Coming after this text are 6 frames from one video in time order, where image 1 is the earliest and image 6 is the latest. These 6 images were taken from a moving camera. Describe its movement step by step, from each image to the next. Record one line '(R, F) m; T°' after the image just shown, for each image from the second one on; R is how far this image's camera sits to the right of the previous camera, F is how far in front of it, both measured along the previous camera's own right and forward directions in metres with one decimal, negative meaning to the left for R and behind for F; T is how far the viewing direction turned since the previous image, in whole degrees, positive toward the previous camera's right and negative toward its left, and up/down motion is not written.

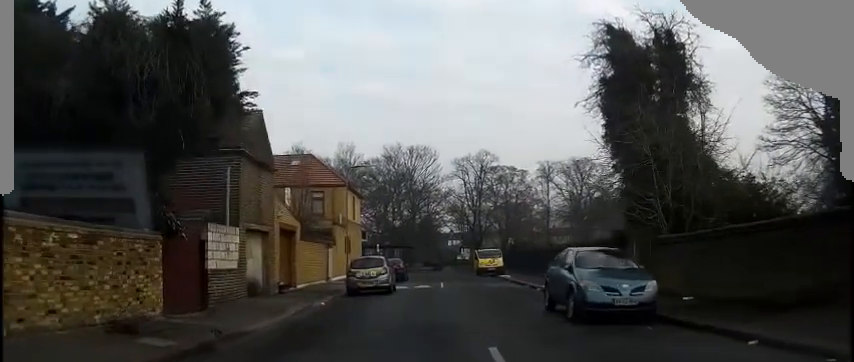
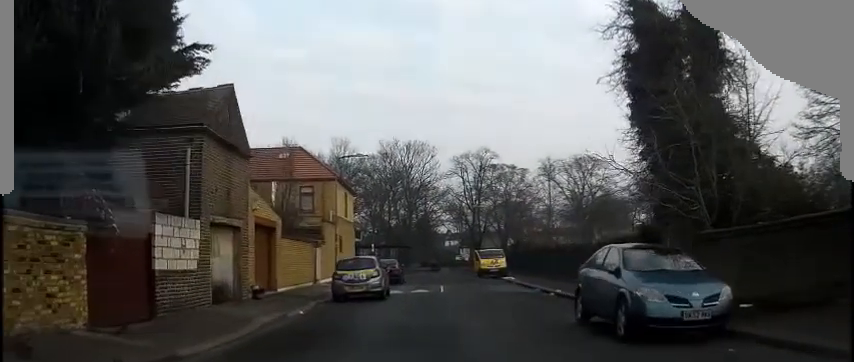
(0.0, +3.4) m; -4°
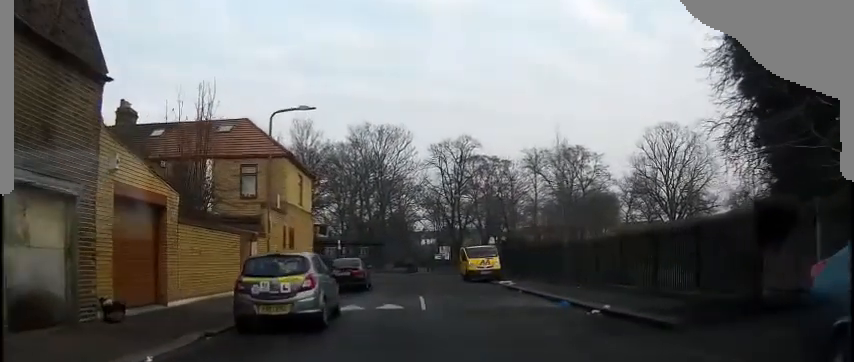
(-0.2, +8.6) m; +1°
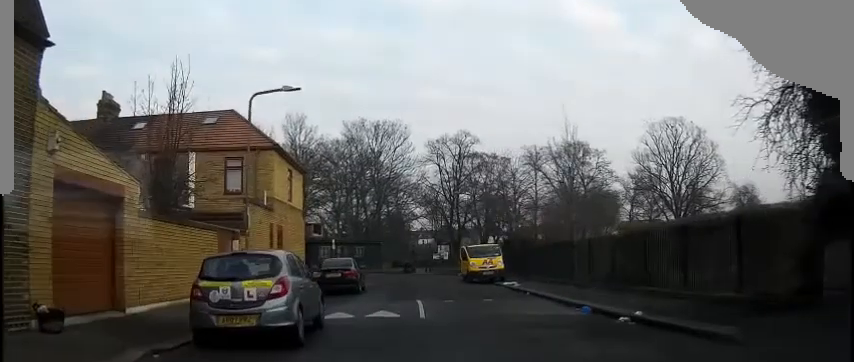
(0.0, +2.1) m; +2°
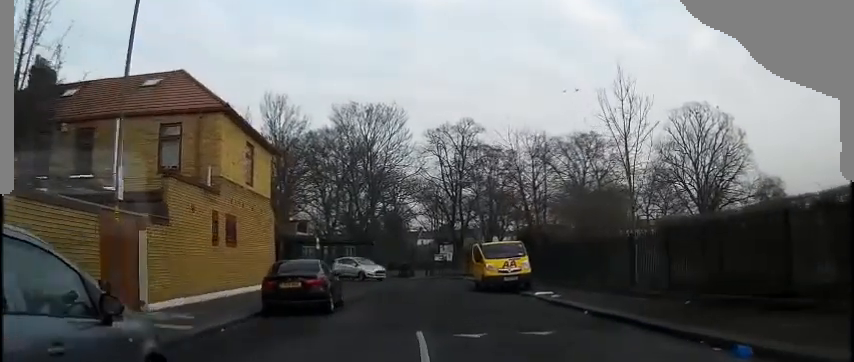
(+0.6, +8.2) m; +9°
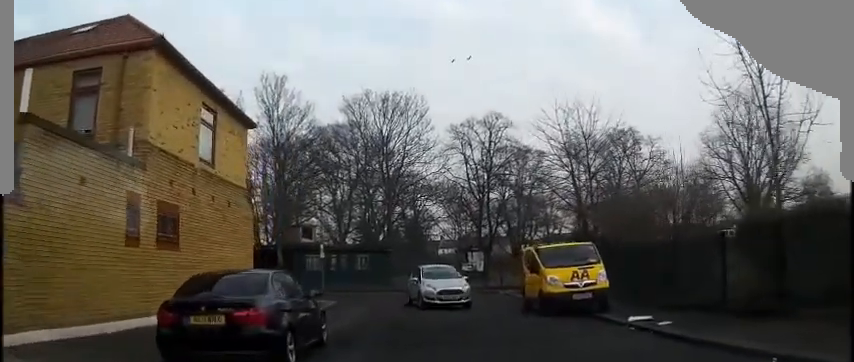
(+0.1, +7.3) m; -1°
